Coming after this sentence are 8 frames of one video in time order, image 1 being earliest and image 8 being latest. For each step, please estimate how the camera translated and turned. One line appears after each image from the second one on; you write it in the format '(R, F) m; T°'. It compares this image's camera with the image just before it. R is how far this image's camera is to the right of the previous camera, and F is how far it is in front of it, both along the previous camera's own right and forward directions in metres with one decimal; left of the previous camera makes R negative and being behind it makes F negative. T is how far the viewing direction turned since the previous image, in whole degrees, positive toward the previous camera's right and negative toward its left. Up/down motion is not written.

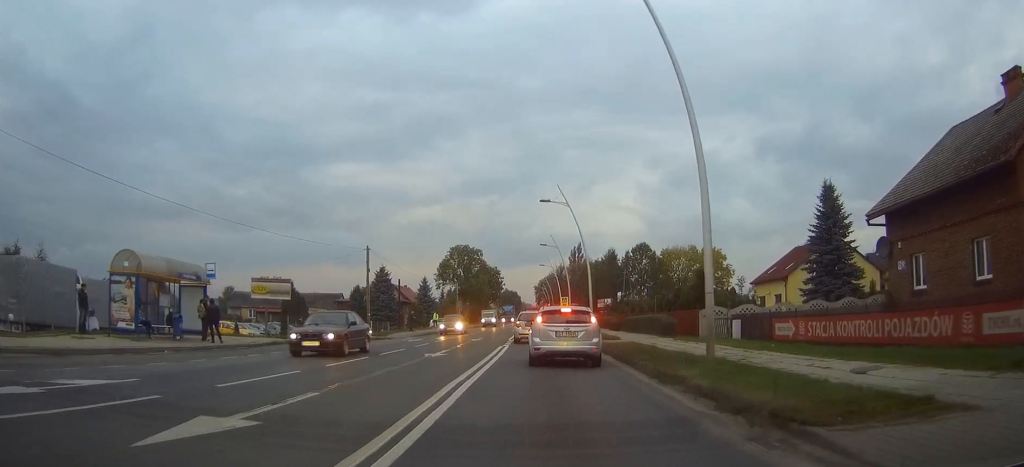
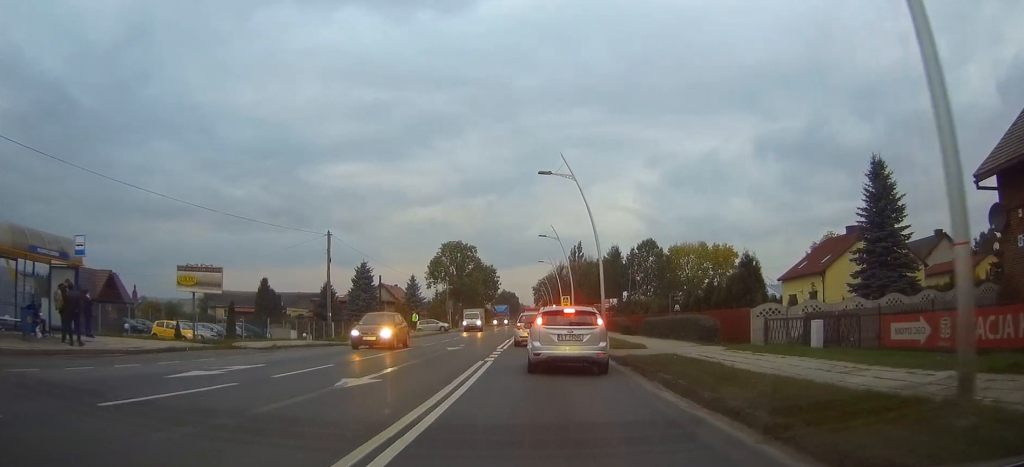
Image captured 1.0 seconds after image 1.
(0.0, +8.9) m; 0°
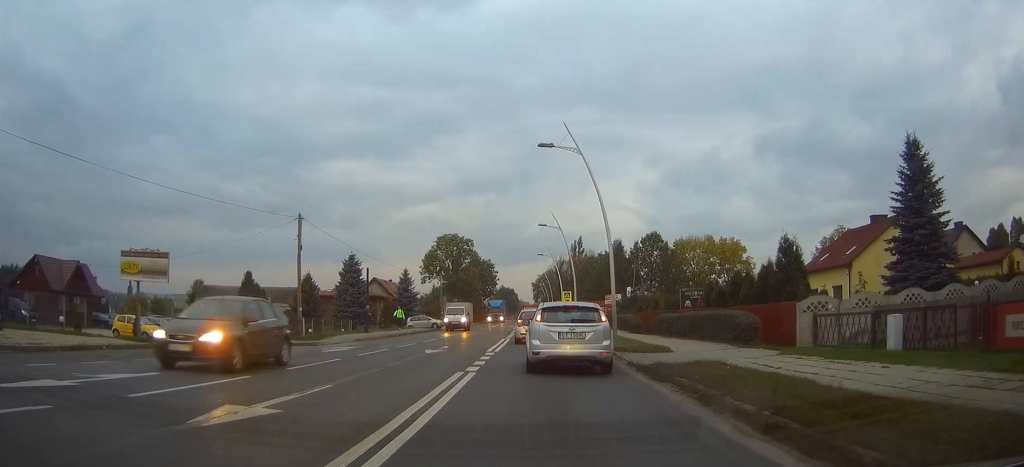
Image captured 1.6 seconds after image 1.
(0.0, +5.1) m; 0°
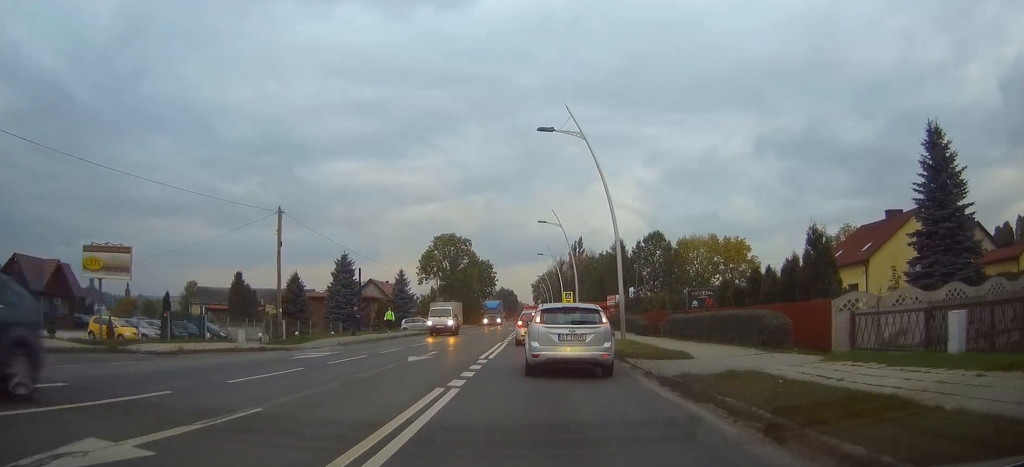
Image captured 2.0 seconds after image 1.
(0.0, +2.9) m; 0°
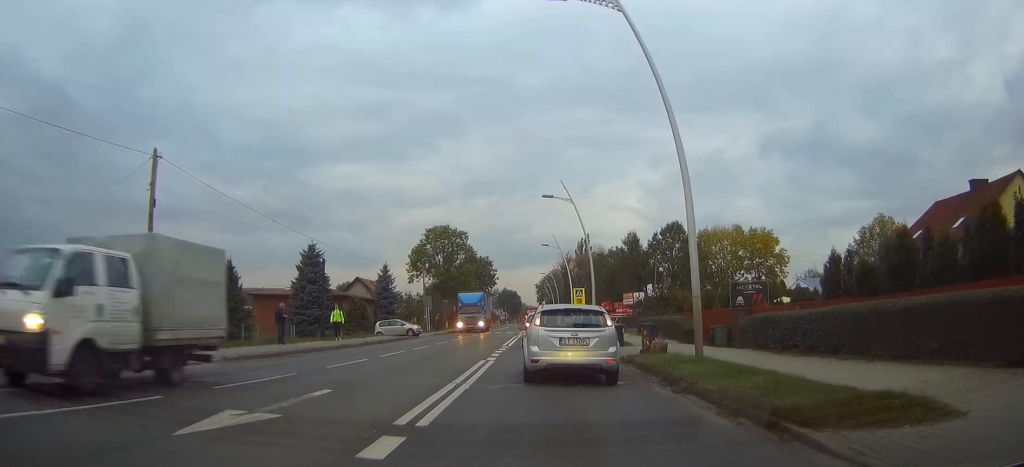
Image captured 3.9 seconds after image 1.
(0.0, +12.4) m; -1°
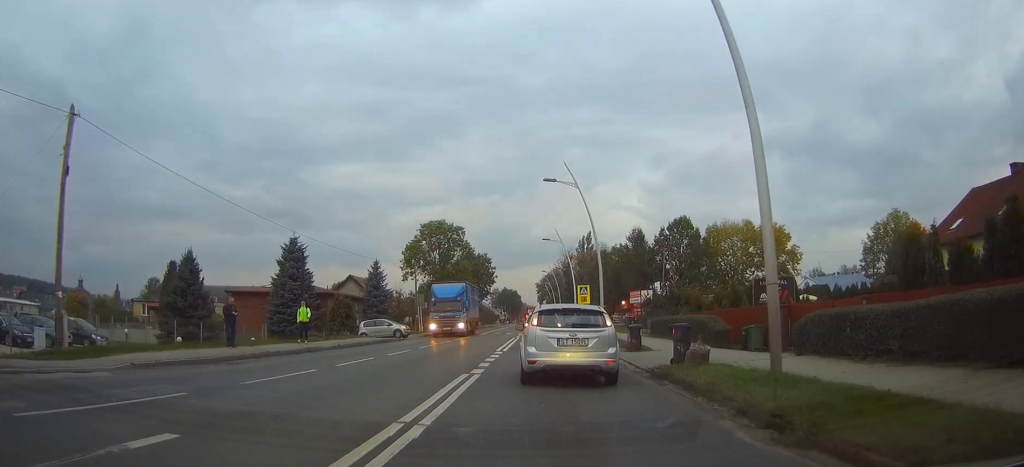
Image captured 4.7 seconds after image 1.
(-0.1, +4.9) m; 0°
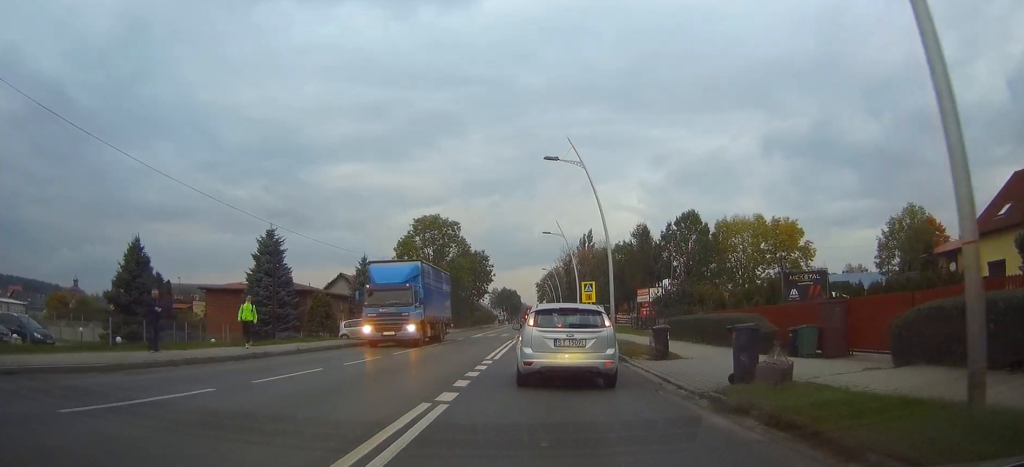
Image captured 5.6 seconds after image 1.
(+0.1, +5.1) m; +1°
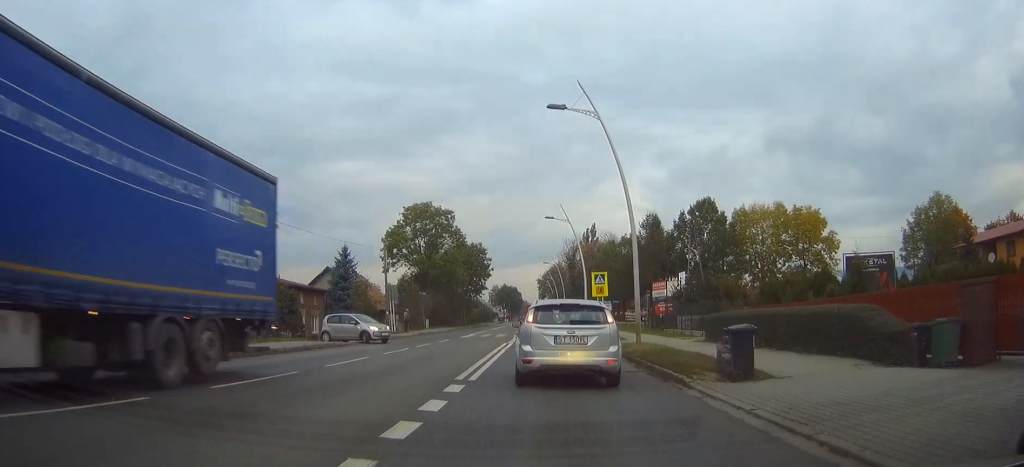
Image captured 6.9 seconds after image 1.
(+0.1, +7.6) m; -1°
